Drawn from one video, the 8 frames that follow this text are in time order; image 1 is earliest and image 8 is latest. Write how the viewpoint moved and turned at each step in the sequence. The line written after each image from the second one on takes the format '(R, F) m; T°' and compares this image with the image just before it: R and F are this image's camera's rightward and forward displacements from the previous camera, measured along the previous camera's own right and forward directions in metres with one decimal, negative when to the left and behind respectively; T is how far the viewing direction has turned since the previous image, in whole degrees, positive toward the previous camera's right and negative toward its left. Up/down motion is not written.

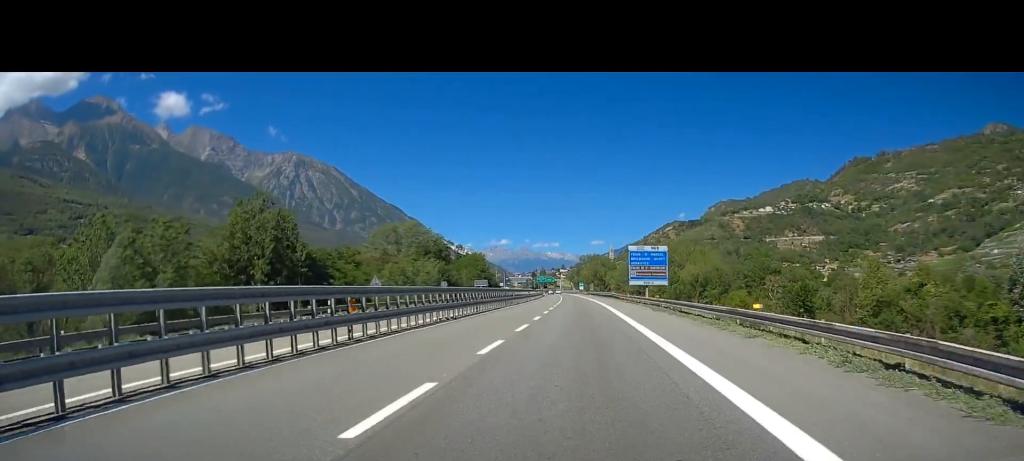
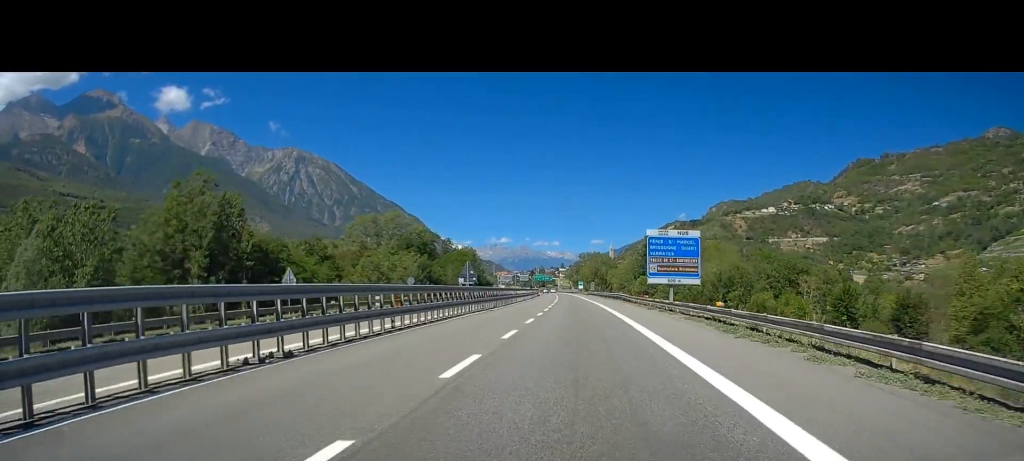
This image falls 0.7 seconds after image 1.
(-0.2, +18.4) m; -1°
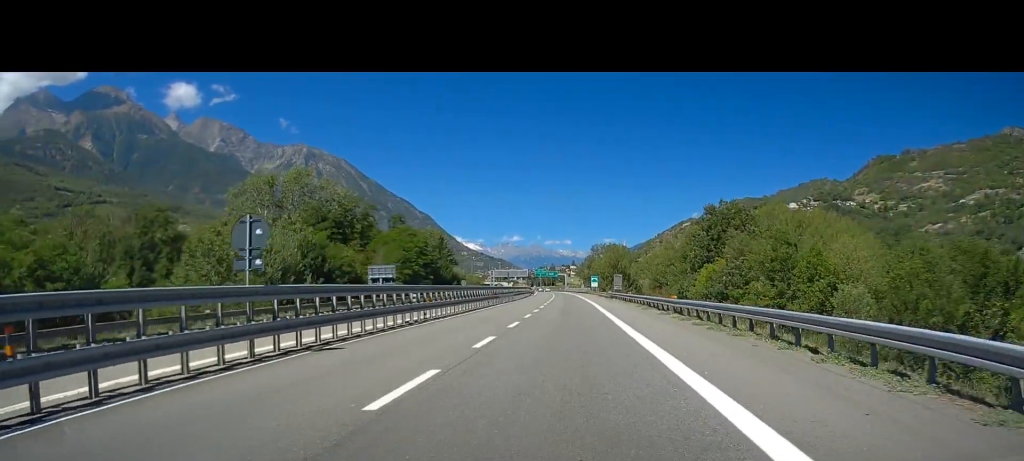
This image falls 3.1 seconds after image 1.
(+0.1, +61.7) m; 0°
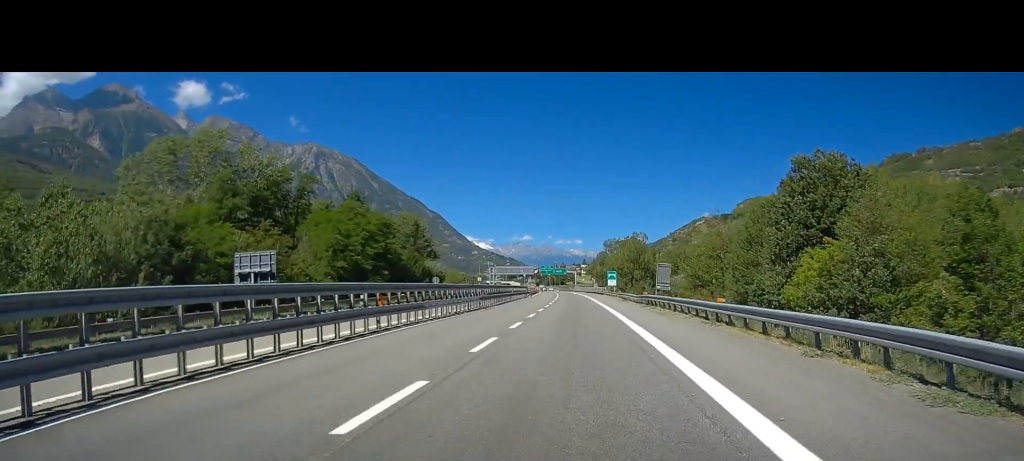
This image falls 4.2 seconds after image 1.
(-0.3, +30.9) m; -1°
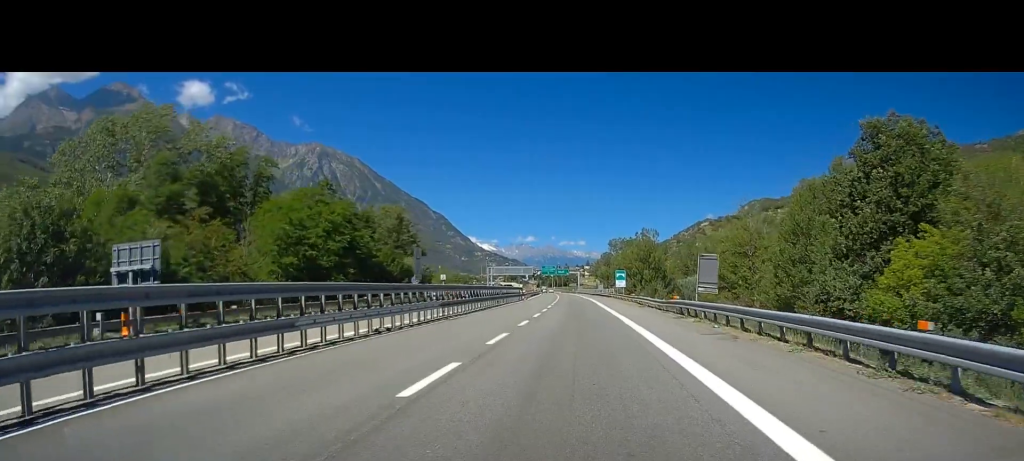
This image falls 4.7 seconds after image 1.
(-0.1, +13.0) m; 0°
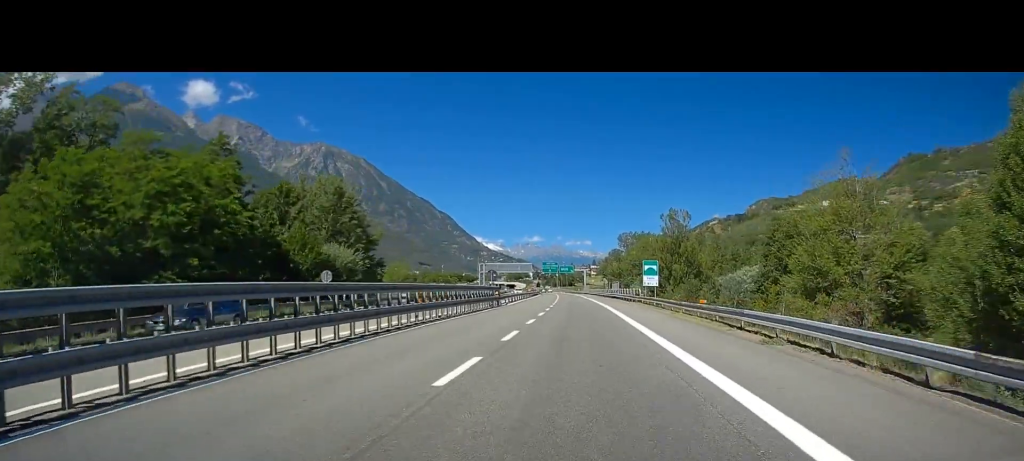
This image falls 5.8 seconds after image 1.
(0.0, +30.1) m; 0°
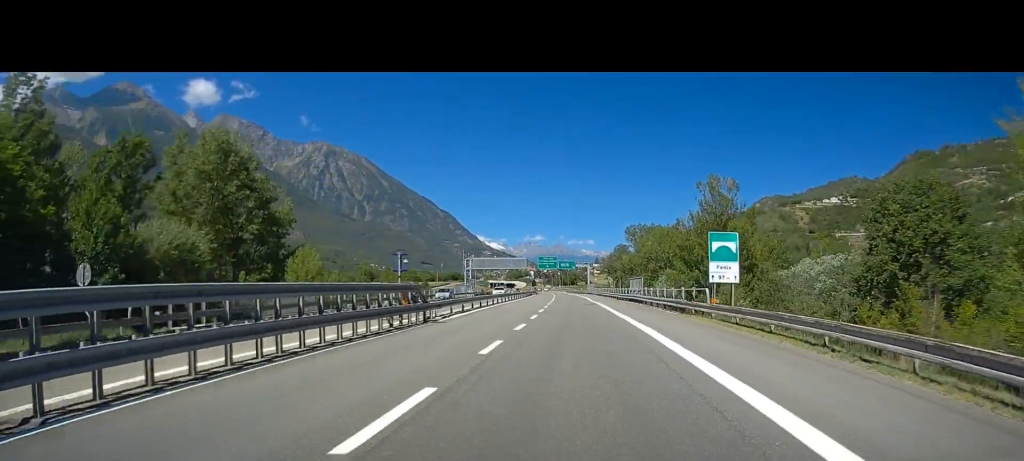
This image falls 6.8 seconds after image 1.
(0.0, +28.6) m; 0°
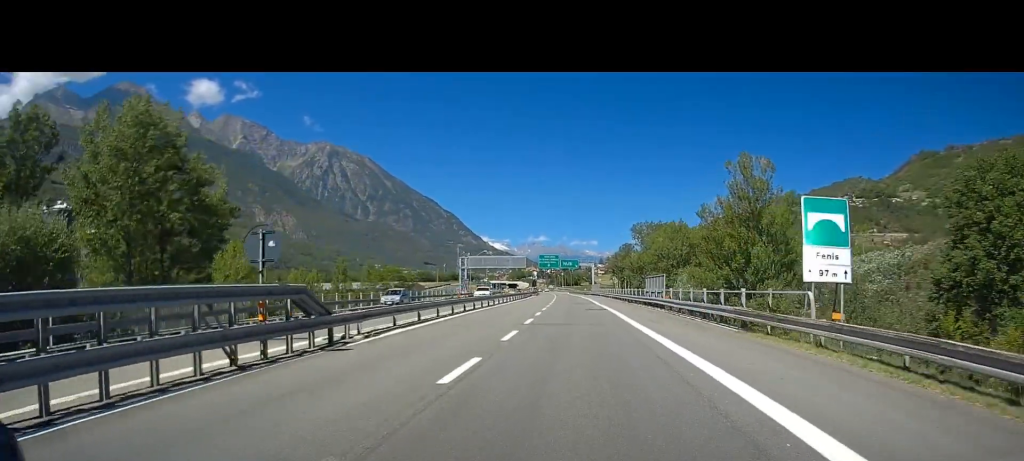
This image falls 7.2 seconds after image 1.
(0.0, +12.6) m; 0°
